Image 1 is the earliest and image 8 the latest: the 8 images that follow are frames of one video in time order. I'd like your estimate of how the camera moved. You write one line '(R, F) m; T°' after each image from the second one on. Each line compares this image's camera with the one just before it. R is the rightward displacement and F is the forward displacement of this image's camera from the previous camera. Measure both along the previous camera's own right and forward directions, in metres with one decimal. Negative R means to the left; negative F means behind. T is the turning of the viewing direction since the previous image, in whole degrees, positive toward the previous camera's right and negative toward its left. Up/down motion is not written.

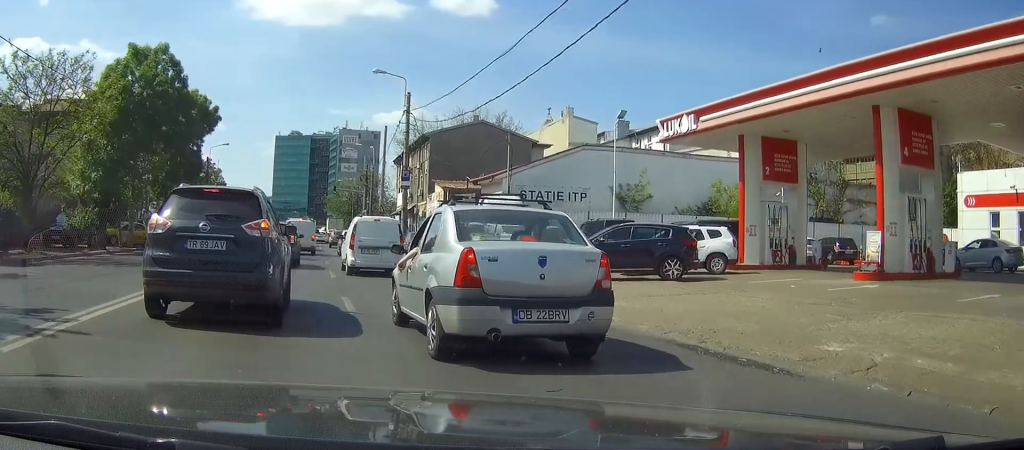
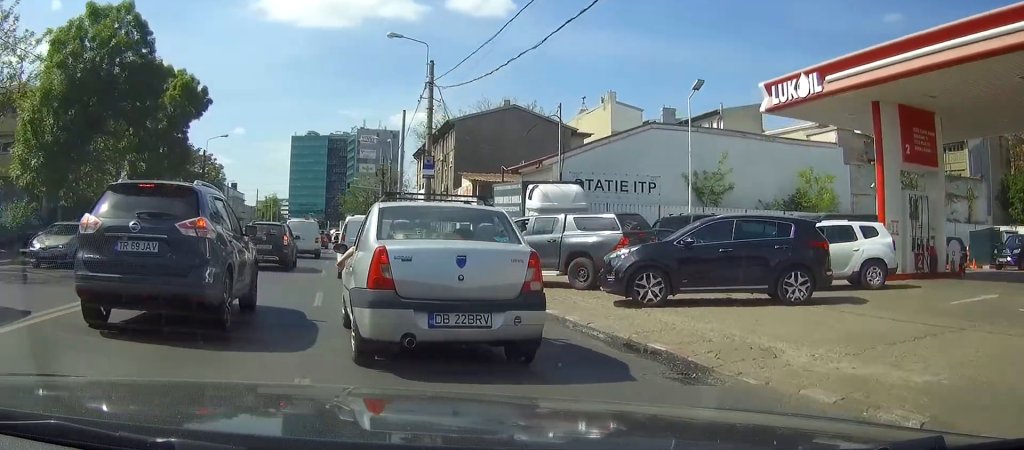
(0.0, +8.2) m; +2°
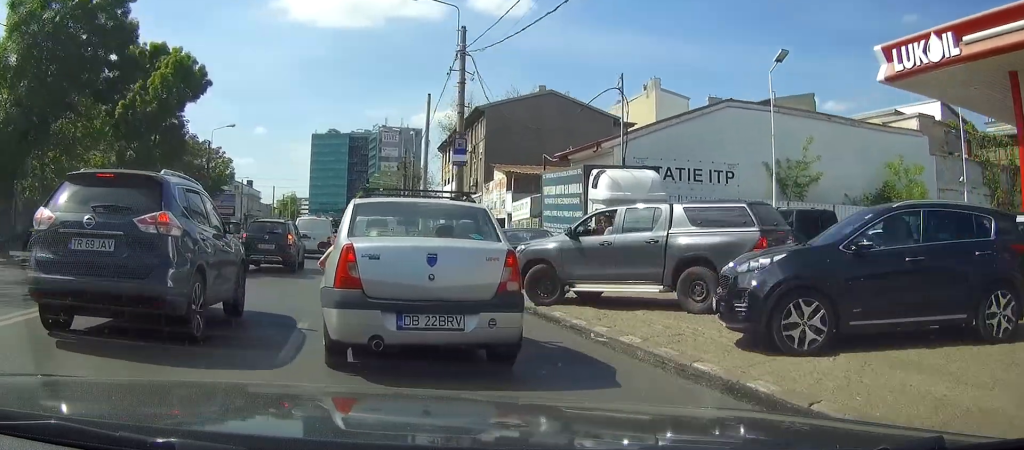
(0.0, +5.5) m; +3°
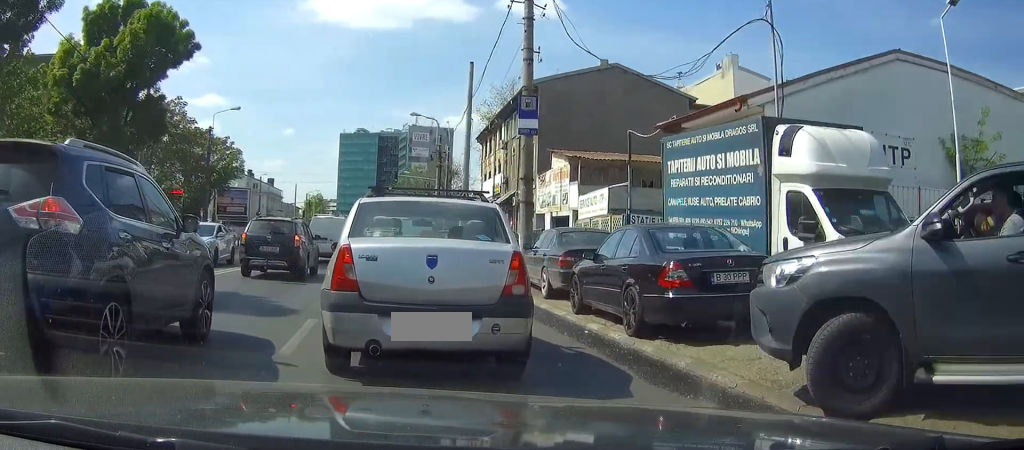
(+0.3, +9.0) m; 0°
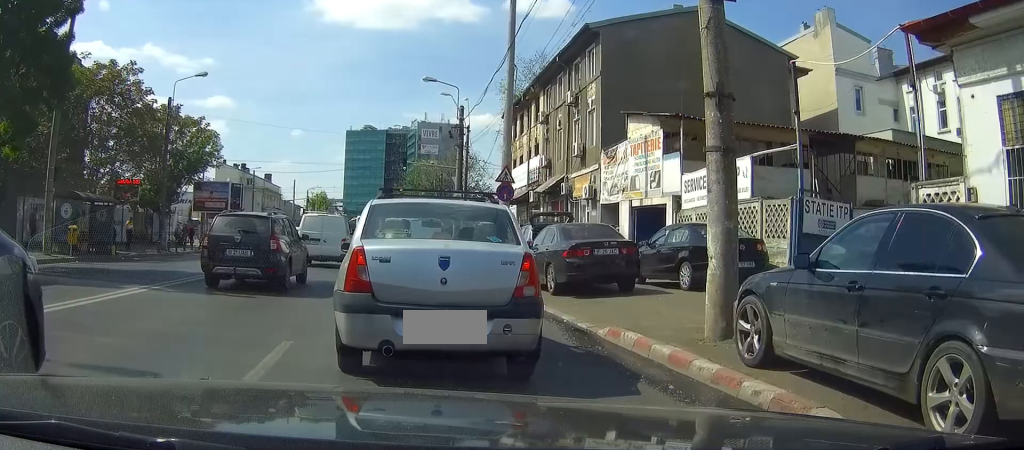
(-0.3, +11.6) m; -4°
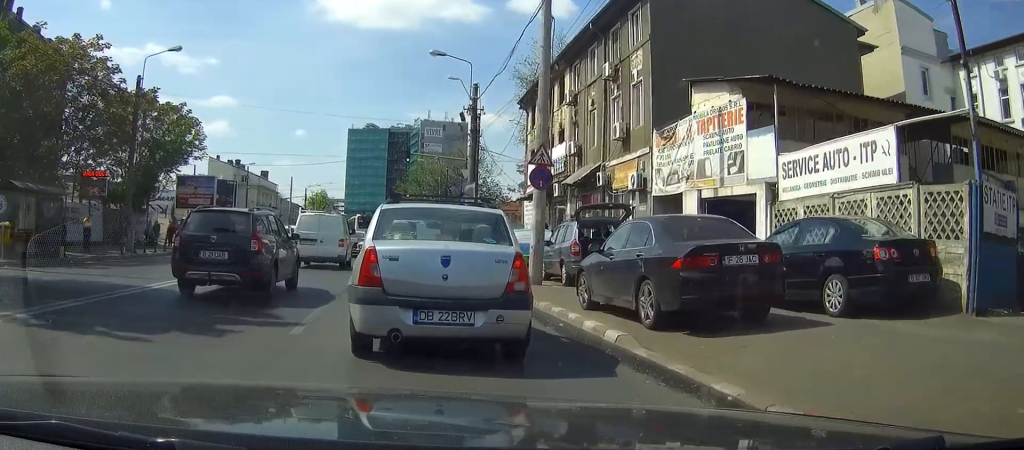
(-0.3, +5.7) m; -1°
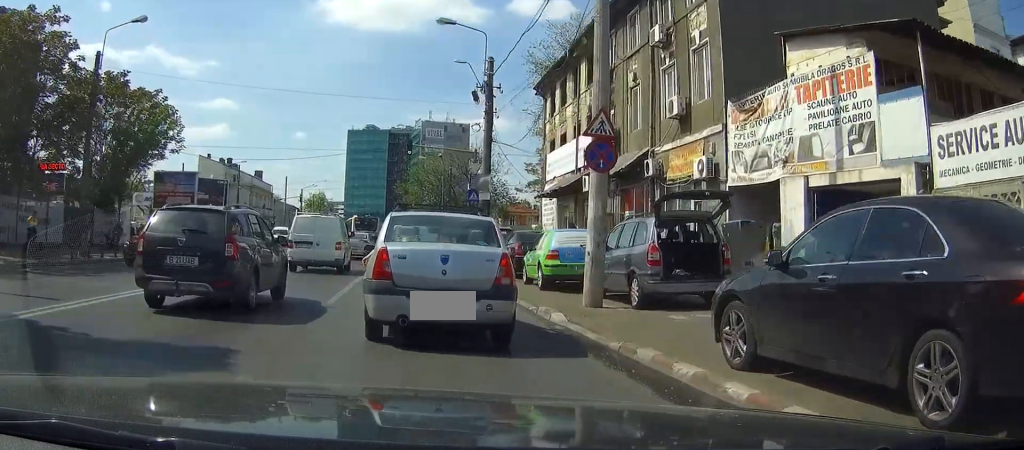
(+0.1, +5.4) m; 0°
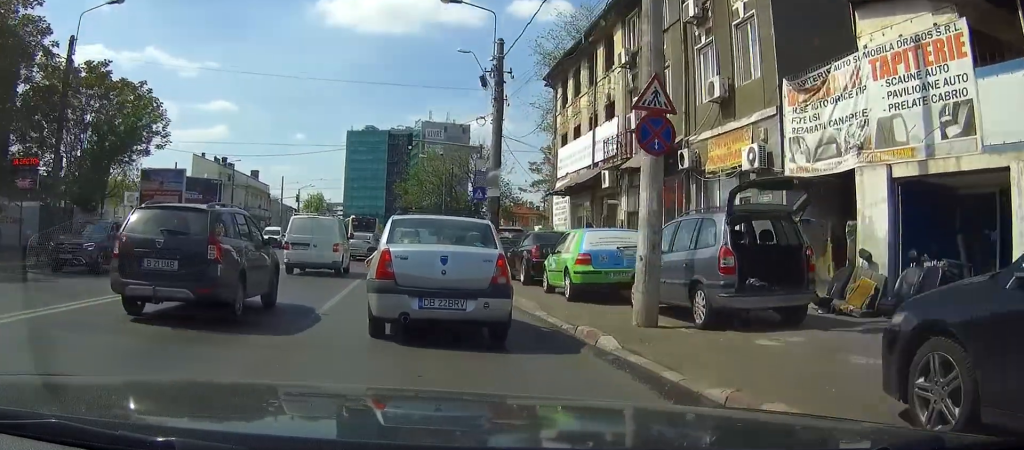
(0.0, +2.7) m; 0°
